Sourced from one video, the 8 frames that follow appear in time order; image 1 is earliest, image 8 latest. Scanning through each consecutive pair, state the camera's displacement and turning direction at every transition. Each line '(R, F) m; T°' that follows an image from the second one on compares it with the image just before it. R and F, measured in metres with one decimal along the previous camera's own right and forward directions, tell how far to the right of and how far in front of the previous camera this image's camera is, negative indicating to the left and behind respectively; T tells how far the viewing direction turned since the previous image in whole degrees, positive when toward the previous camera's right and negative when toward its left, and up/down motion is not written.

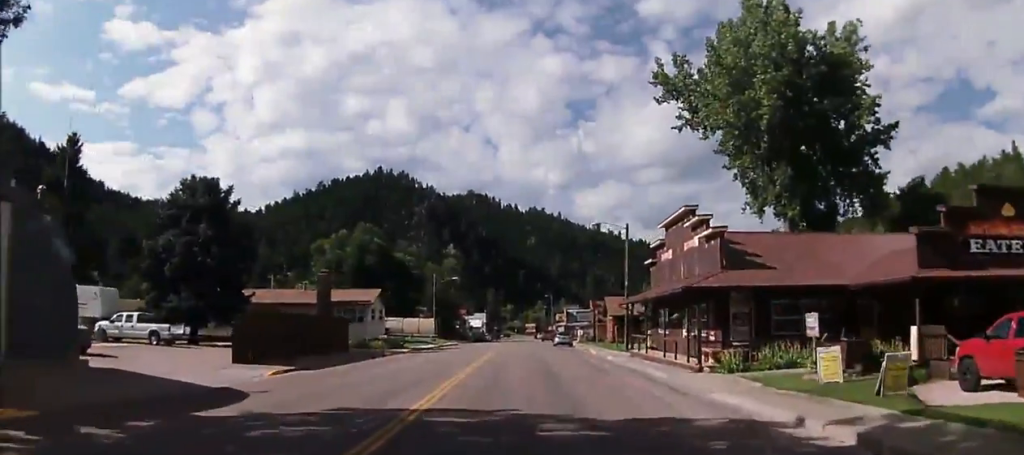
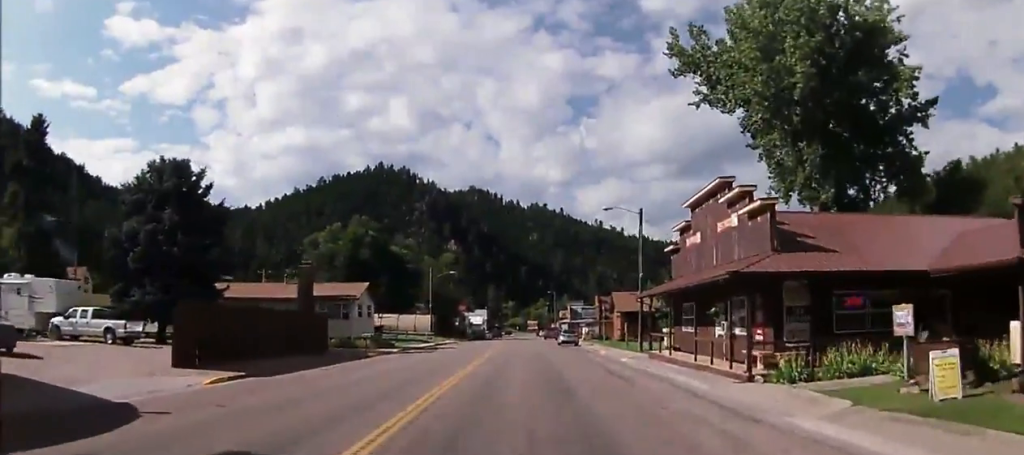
(0.0, +5.3) m; 0°
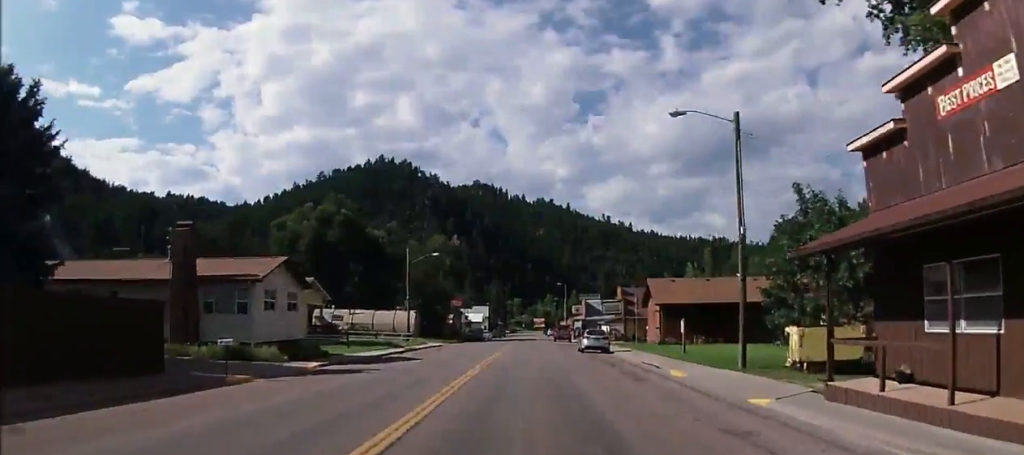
(-0.1, +19.8) m; -1°
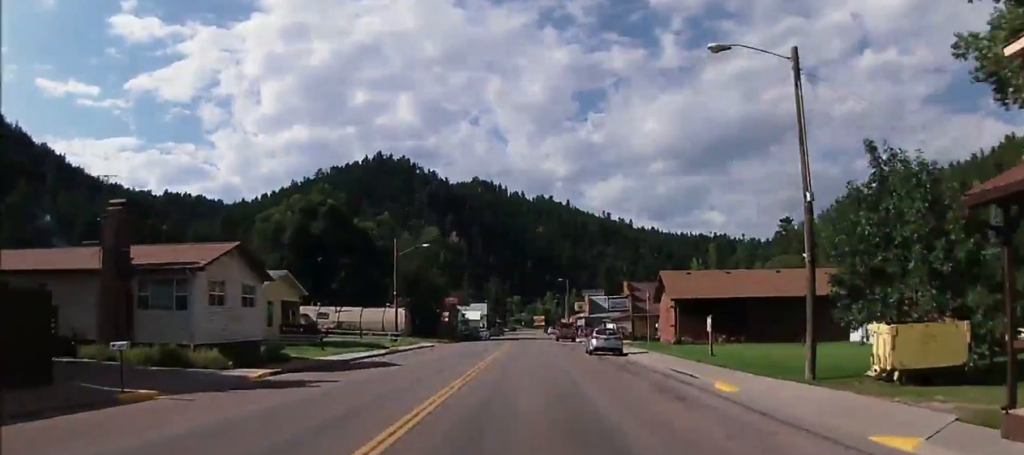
(+0.1, +5.9) m; -1°
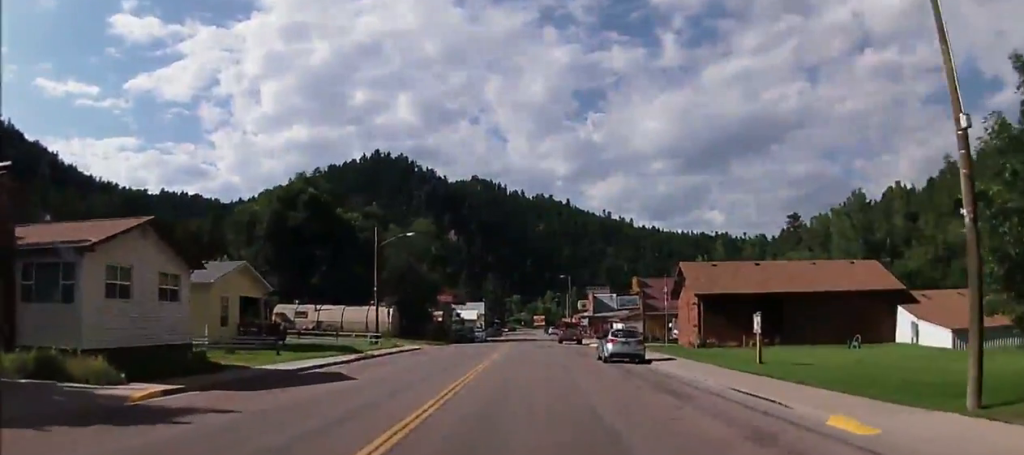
(-0.3, +7.0) m; +1°
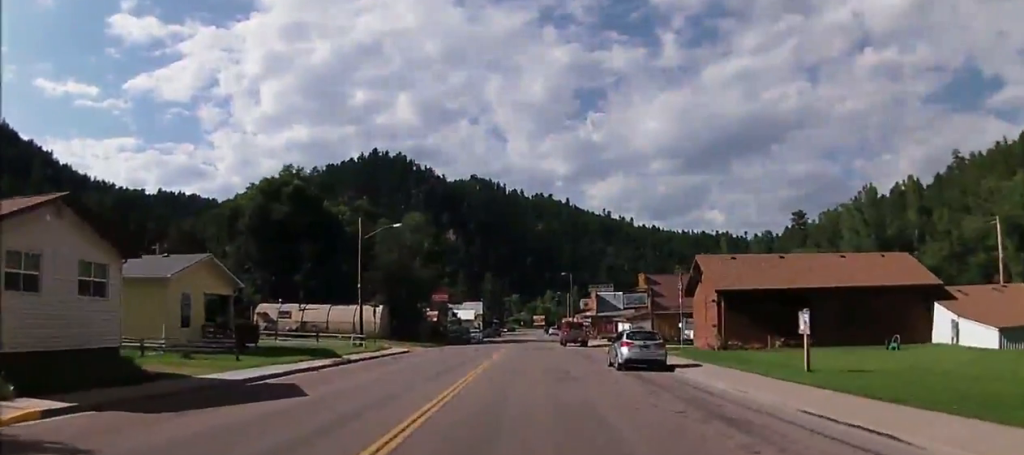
(-0.1, +4.6) m; +1°
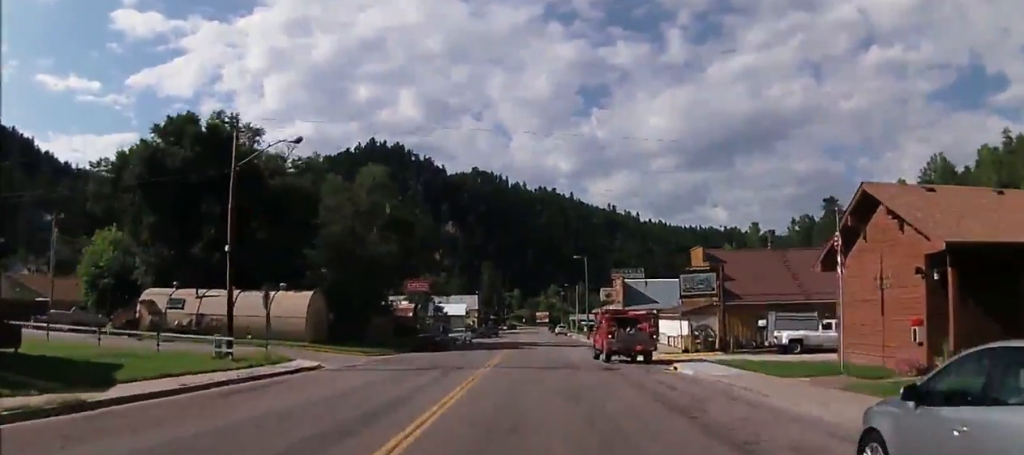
(+0.3, +22.0) m; -2°
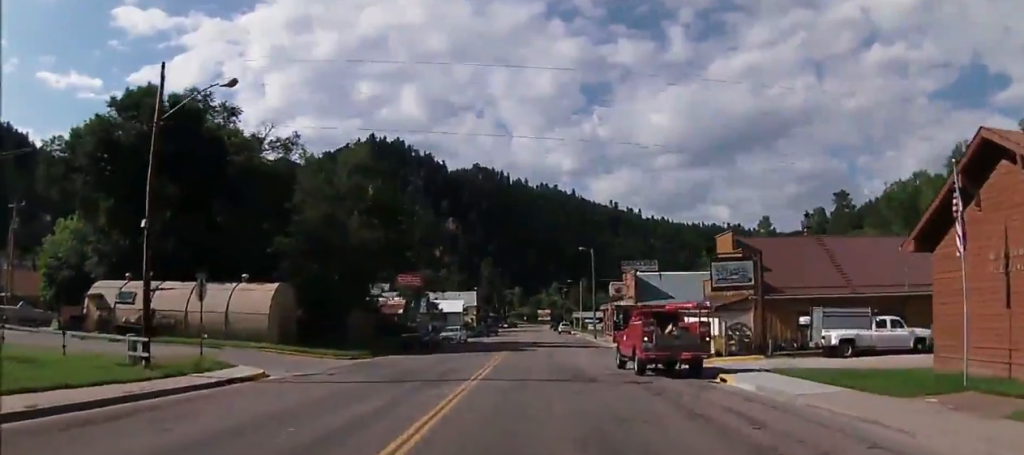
(-0.3, +6.5) m; 0°
